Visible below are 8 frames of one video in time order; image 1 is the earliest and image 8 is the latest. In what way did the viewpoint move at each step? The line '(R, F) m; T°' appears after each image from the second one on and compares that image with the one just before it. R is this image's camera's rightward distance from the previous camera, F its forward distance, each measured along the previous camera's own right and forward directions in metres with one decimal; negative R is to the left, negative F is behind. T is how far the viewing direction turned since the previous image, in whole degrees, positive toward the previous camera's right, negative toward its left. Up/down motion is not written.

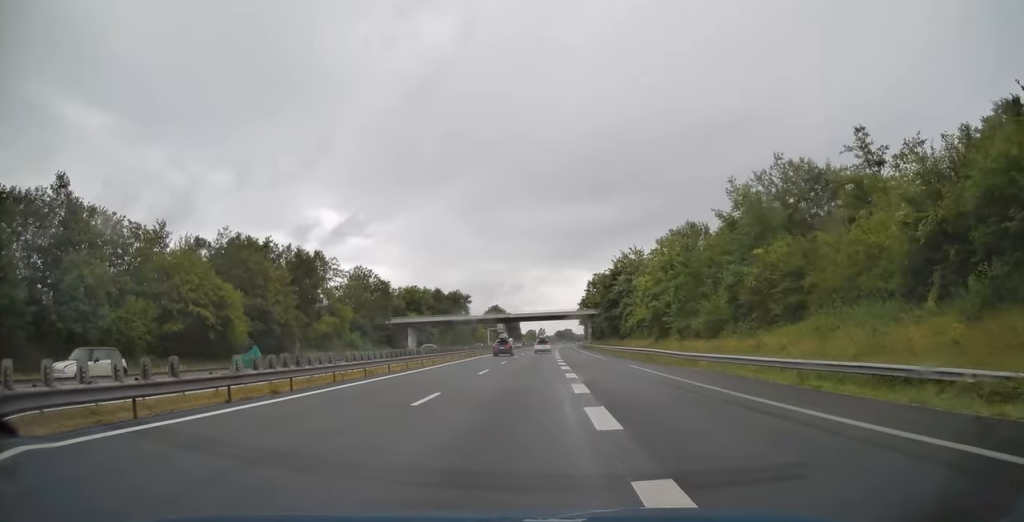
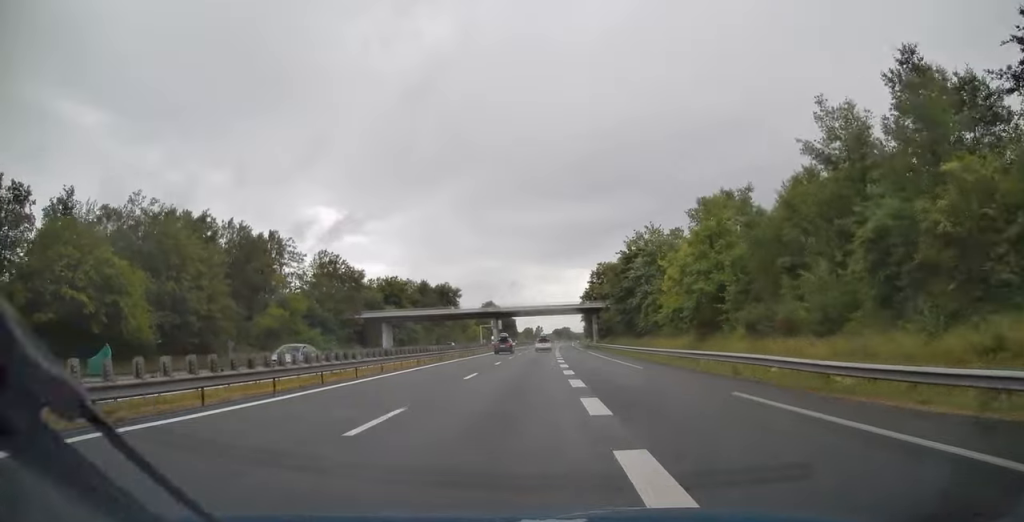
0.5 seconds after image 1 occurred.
(+0.1, +17.2) m; 0°
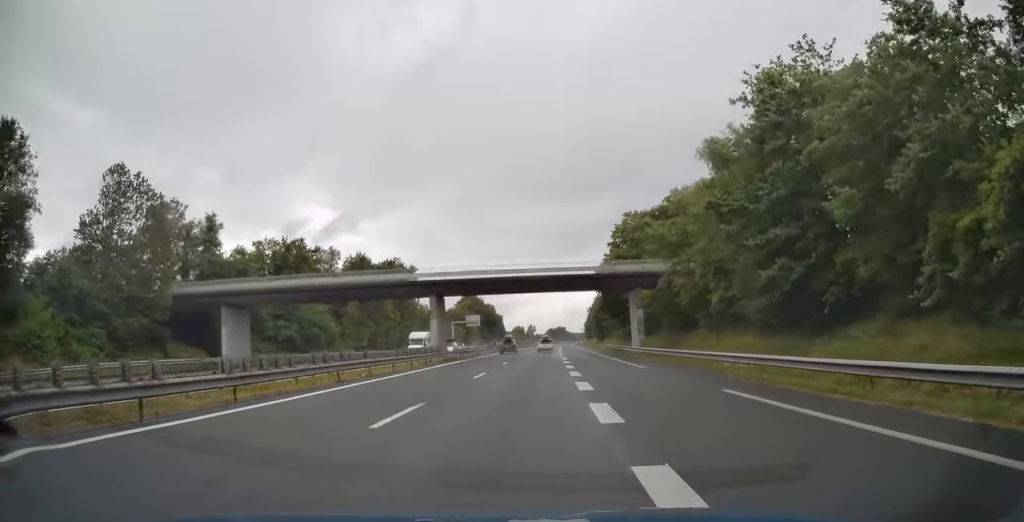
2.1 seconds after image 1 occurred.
(+0.3, +50.7) m; 0°
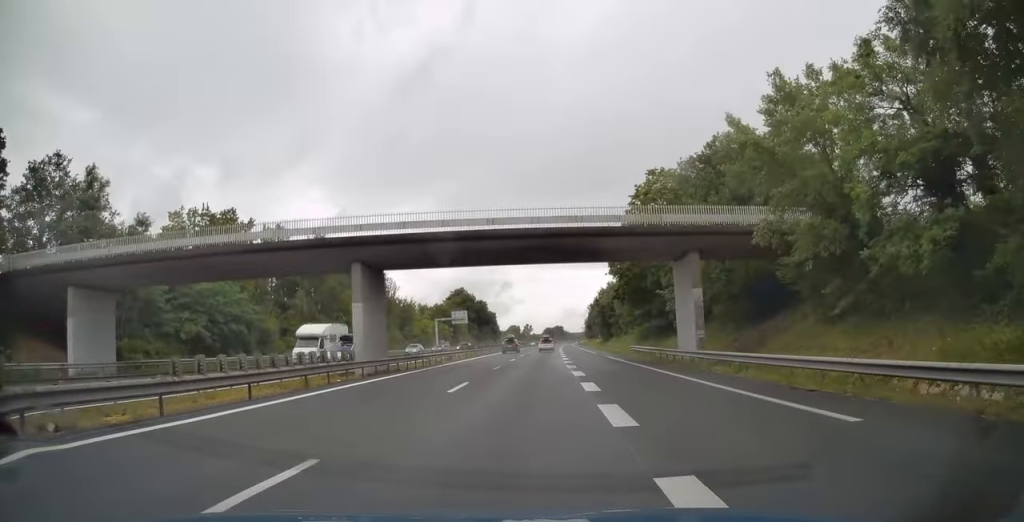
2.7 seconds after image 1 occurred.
(0.0, +19.5) m; 0°
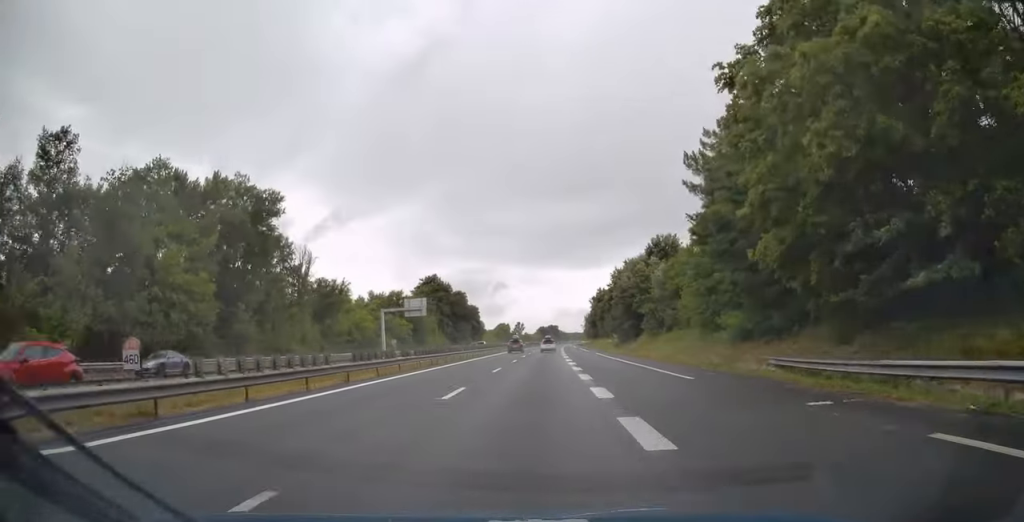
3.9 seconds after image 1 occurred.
(+0.3, +40.6) m; +1°
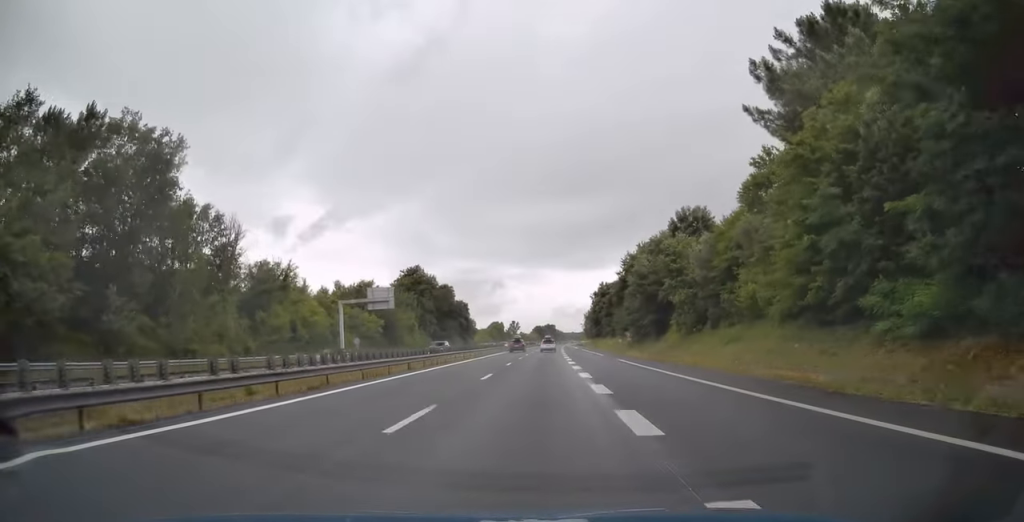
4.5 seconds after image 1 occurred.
(0.0, +18.4) m; 0°
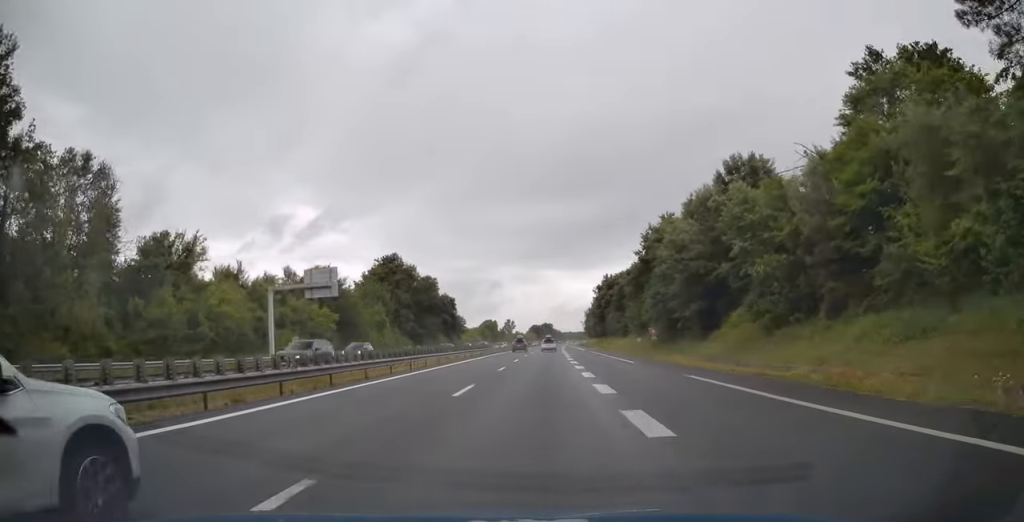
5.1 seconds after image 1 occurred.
(-0.1, +20.0) m; 0°
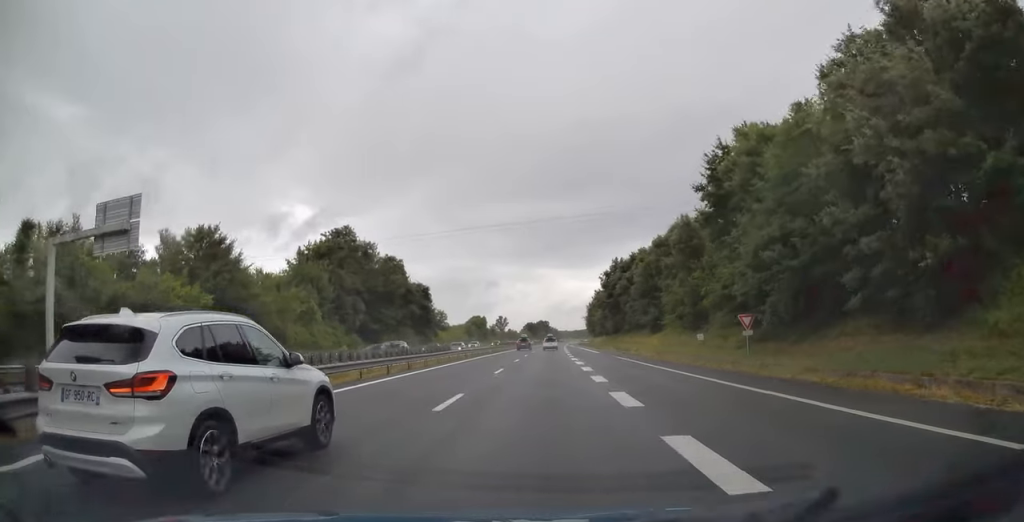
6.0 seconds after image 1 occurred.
(+0.2, +29.1) m; +1°
